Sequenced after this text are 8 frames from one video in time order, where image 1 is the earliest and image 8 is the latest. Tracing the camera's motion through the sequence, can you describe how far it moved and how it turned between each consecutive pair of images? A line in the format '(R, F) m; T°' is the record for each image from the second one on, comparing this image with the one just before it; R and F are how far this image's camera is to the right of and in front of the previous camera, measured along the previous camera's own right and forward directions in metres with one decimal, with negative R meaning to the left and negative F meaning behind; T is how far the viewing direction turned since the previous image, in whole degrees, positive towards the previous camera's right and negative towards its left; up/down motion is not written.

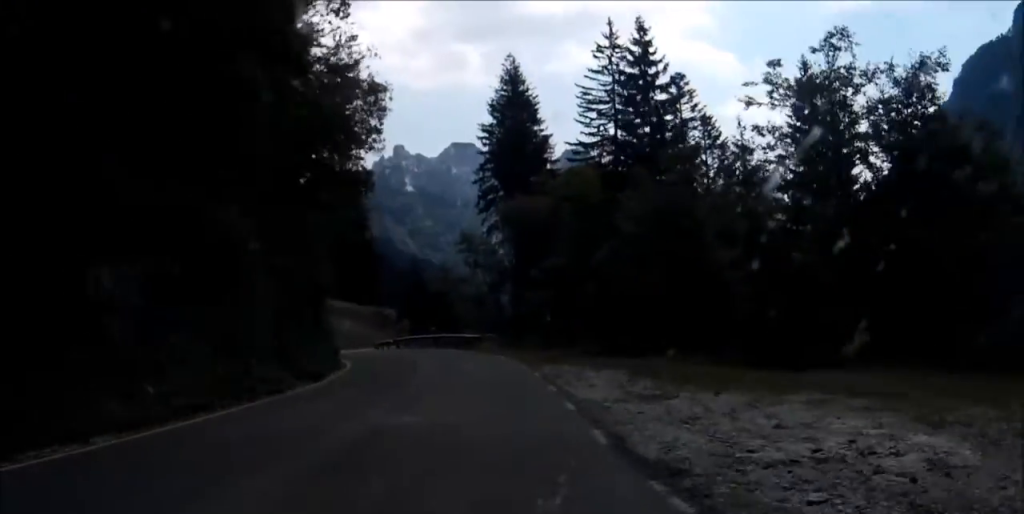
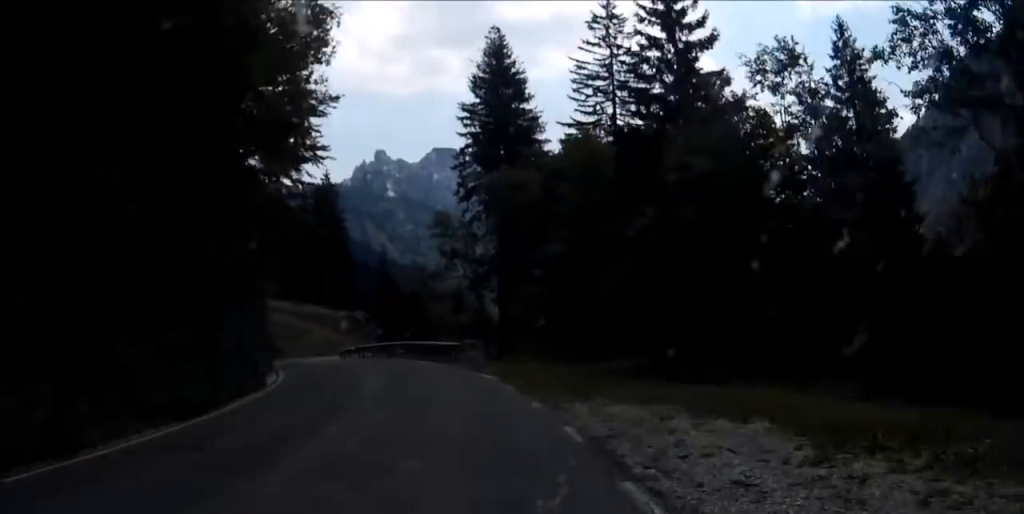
(+0.2, +8.6) m; -2°
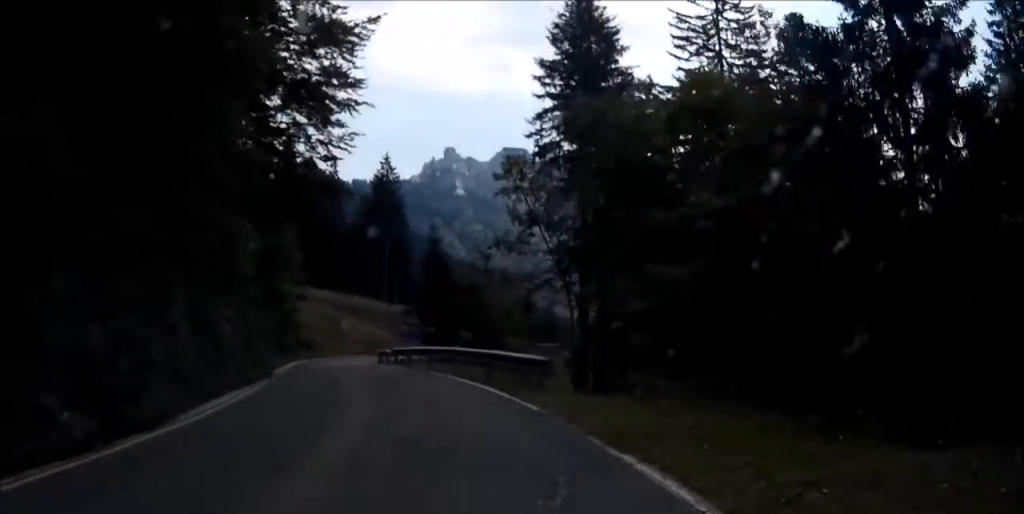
(+0.1, +10.8) m; -2°
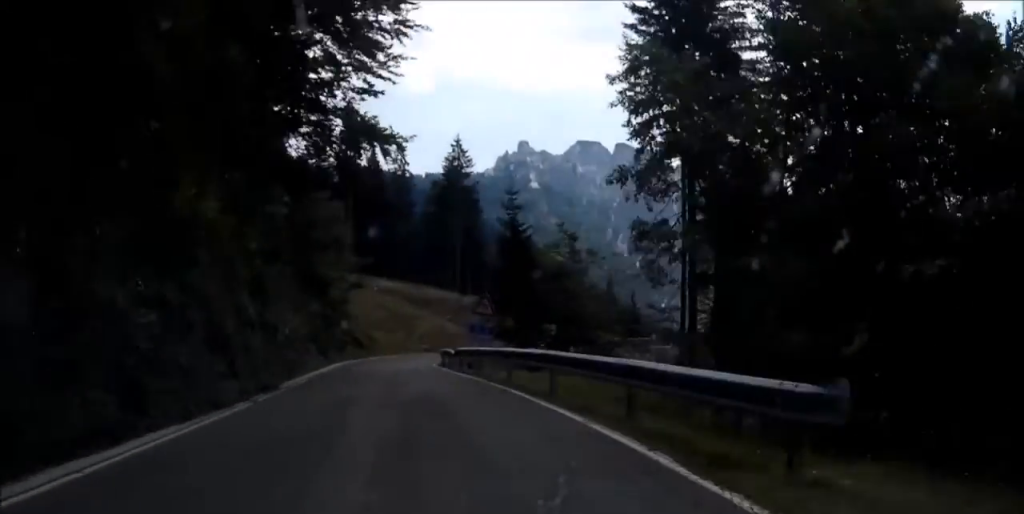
(-0.6, +8.7) m; -2°
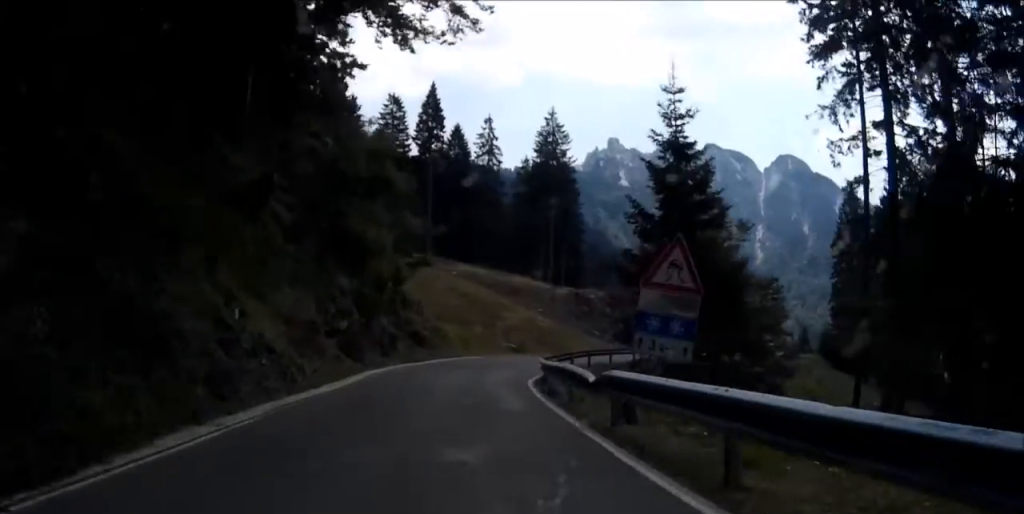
(-0.5, +13.2) m; 0°
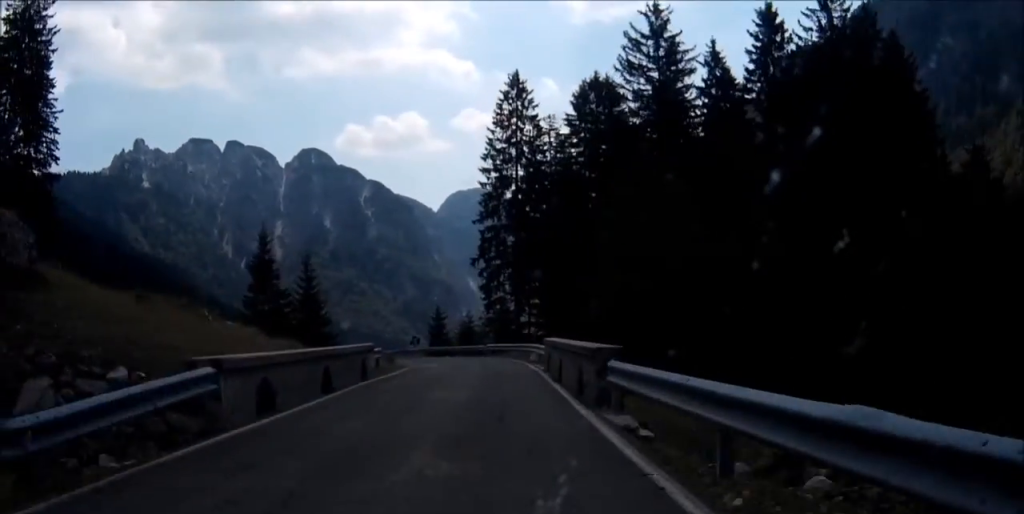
(+14.3, +49.8) m; +29°
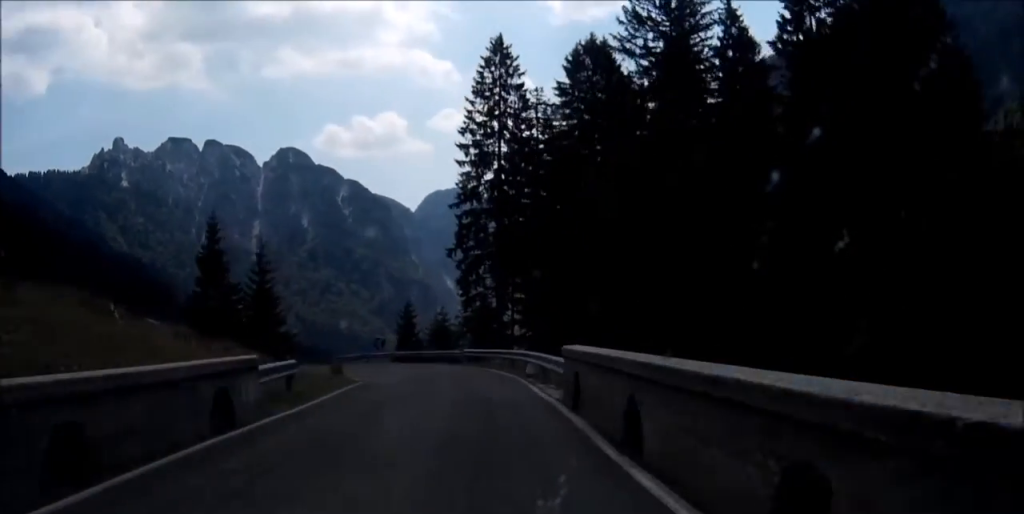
(+0.6, +9.7) m; +1°
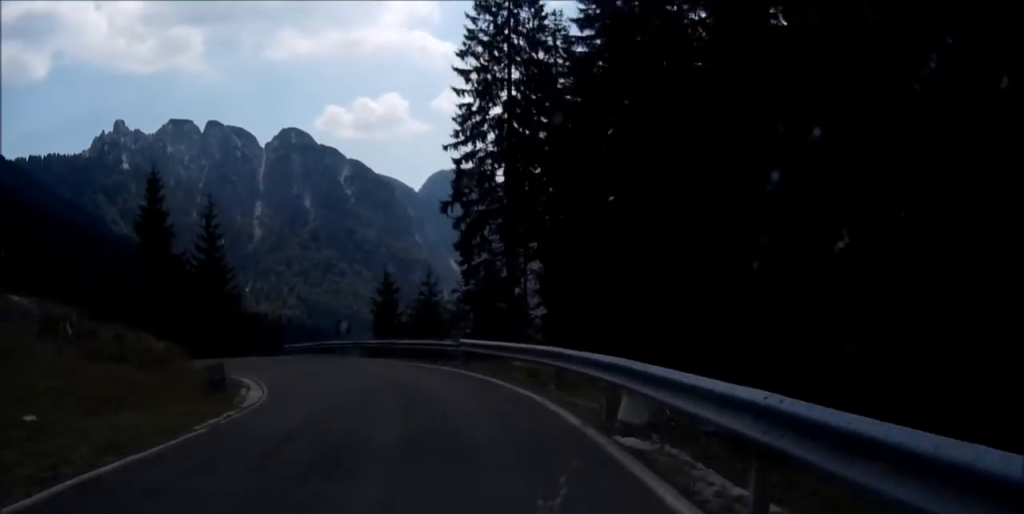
(-0.5, +14.0) m; -8°
